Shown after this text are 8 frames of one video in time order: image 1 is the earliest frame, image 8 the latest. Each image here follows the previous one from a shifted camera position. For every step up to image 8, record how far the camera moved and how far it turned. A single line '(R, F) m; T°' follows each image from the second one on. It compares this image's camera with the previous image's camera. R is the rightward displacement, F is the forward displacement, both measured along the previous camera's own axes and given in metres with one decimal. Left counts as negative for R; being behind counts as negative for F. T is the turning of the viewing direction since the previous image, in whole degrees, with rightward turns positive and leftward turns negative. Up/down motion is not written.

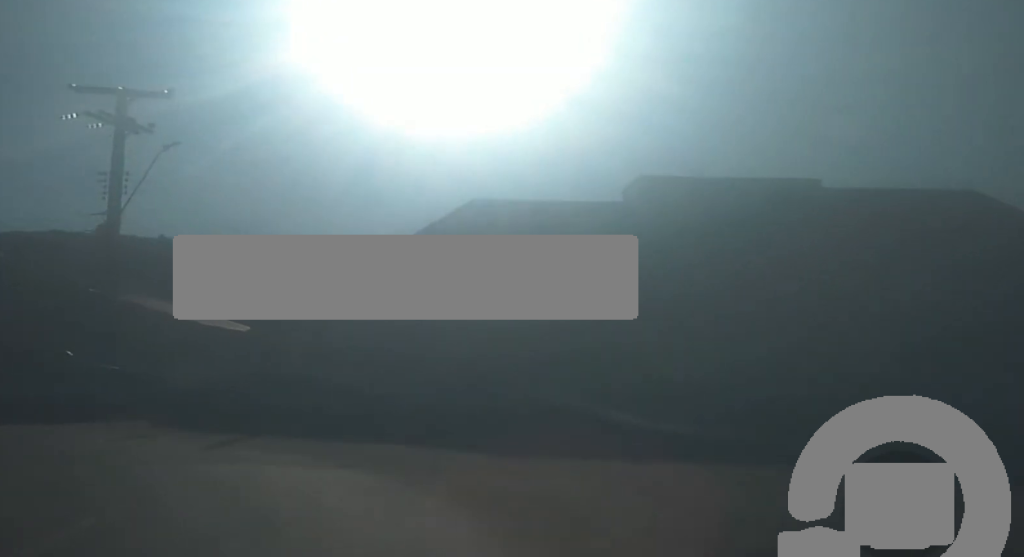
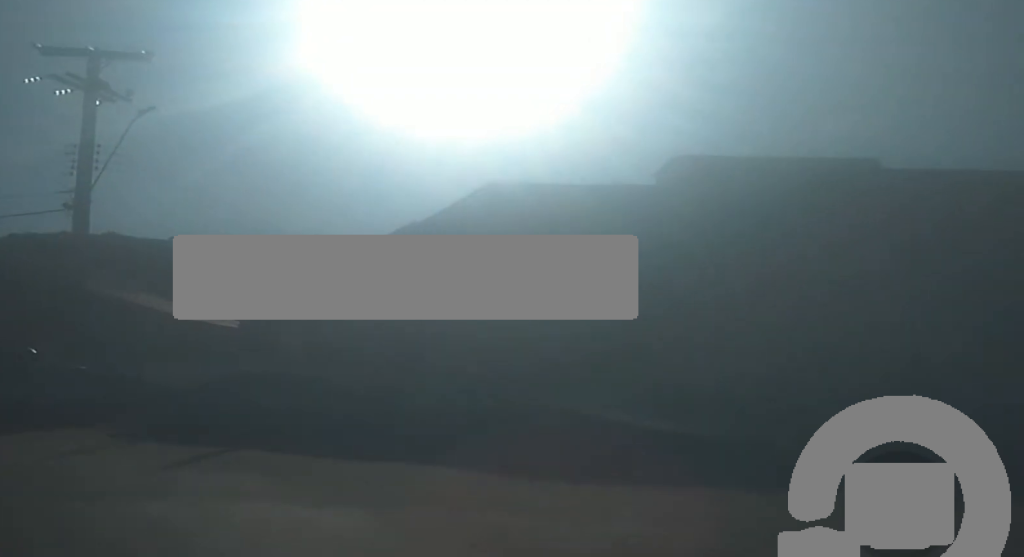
(-0.2, +4.2) m; -2°
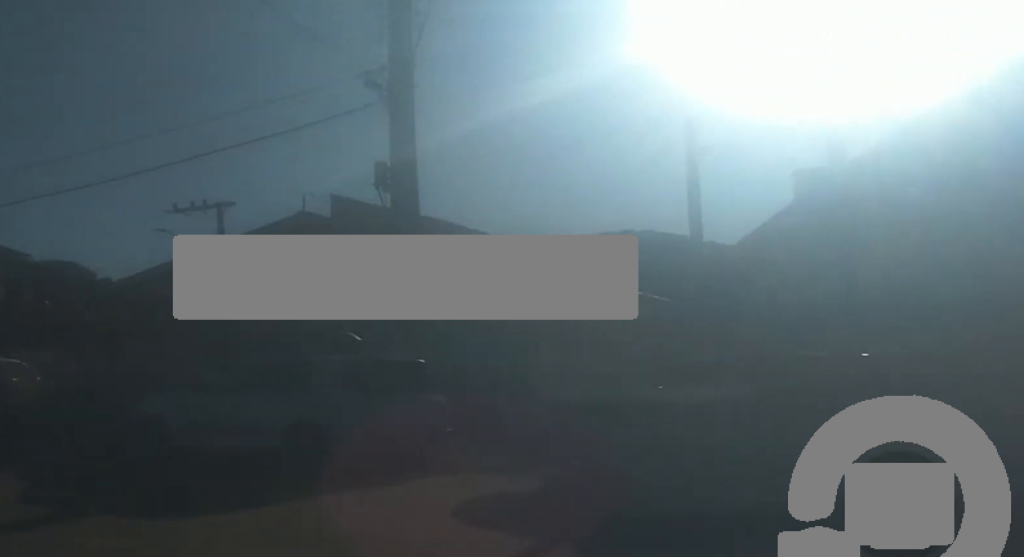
(-2.8, +13.4) m; -30°
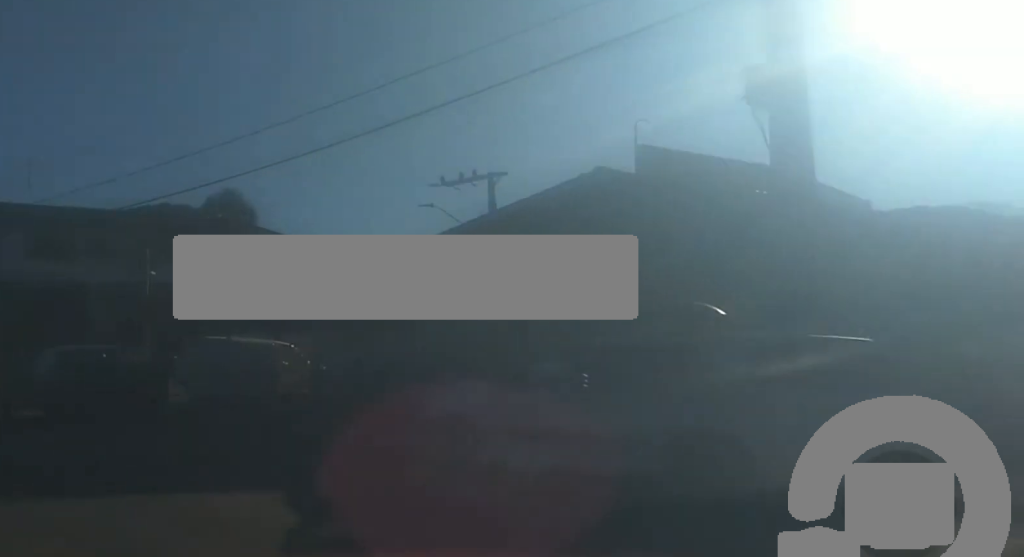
(-0.4, +3.8) m; -5°
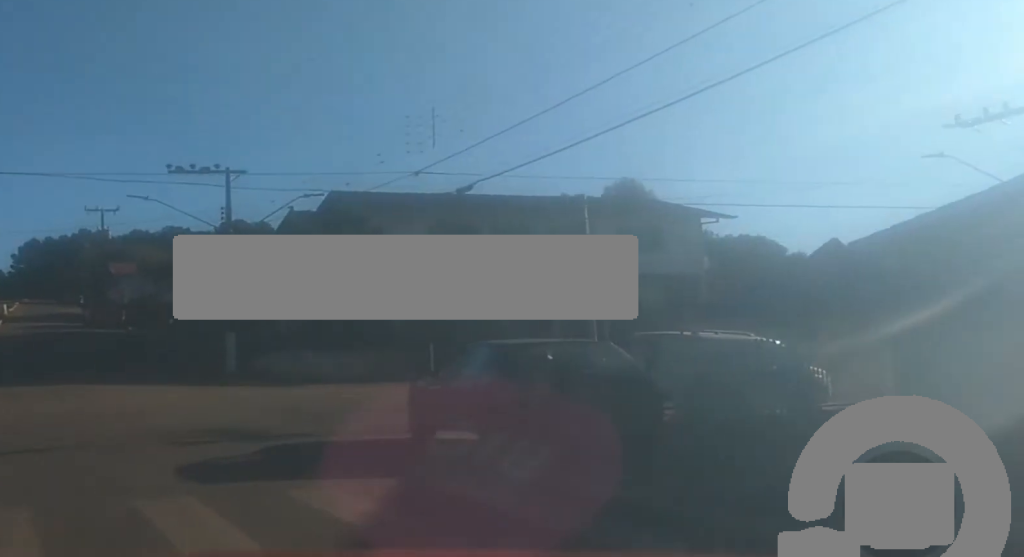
(0.0, +6.1) m; -15°
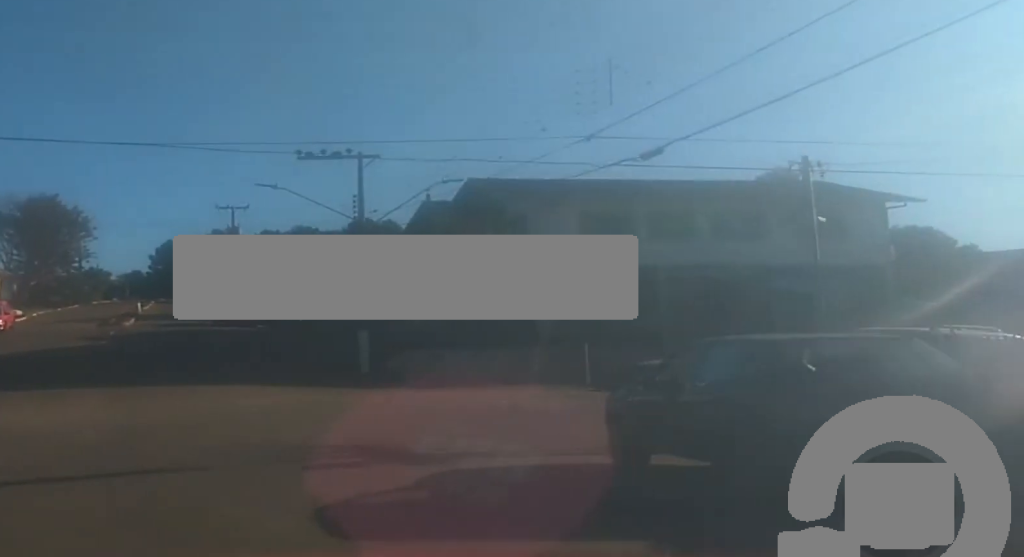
(-0.6, +2.5) m; -7°
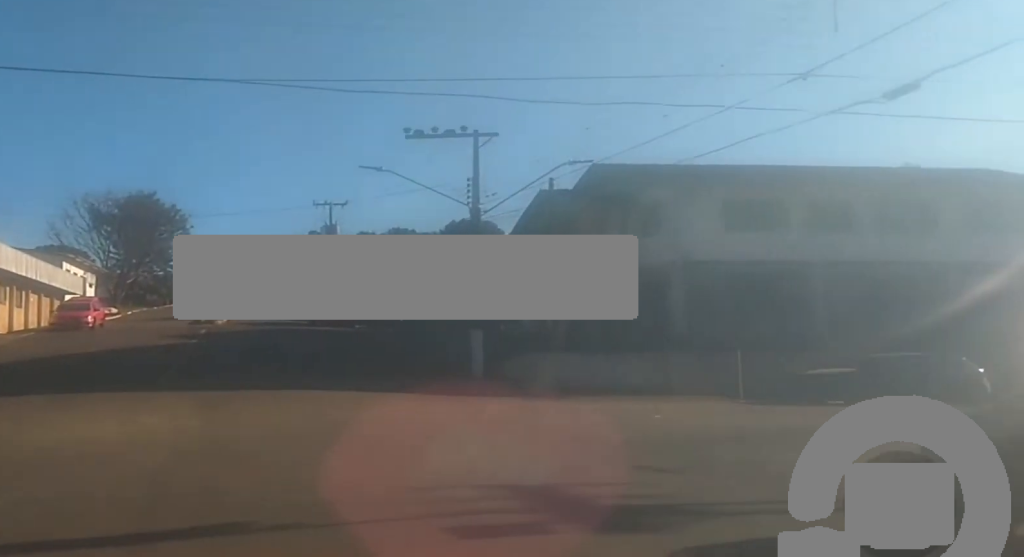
(-0.6, +3.4) m; -8°
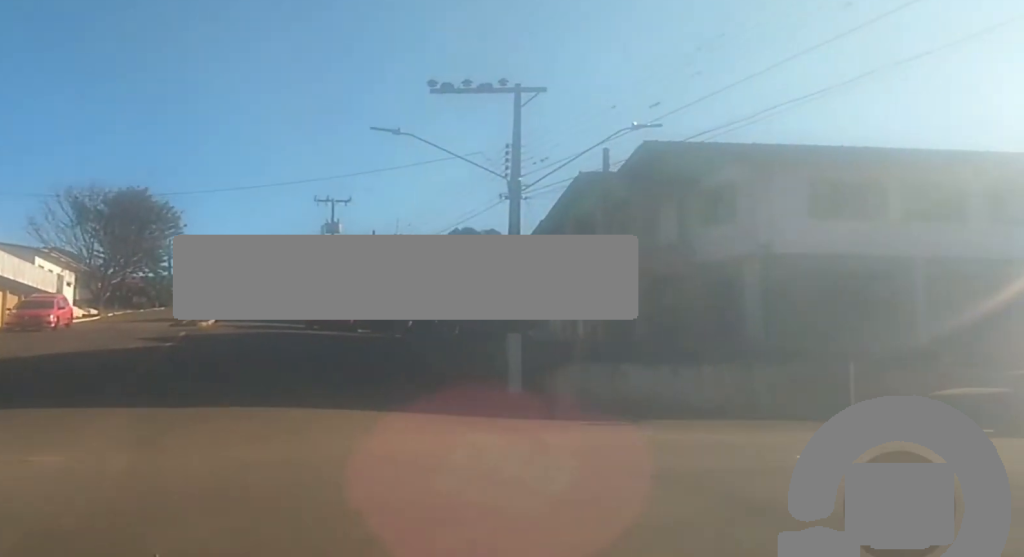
(+0.2, +5.6) m; +3°
